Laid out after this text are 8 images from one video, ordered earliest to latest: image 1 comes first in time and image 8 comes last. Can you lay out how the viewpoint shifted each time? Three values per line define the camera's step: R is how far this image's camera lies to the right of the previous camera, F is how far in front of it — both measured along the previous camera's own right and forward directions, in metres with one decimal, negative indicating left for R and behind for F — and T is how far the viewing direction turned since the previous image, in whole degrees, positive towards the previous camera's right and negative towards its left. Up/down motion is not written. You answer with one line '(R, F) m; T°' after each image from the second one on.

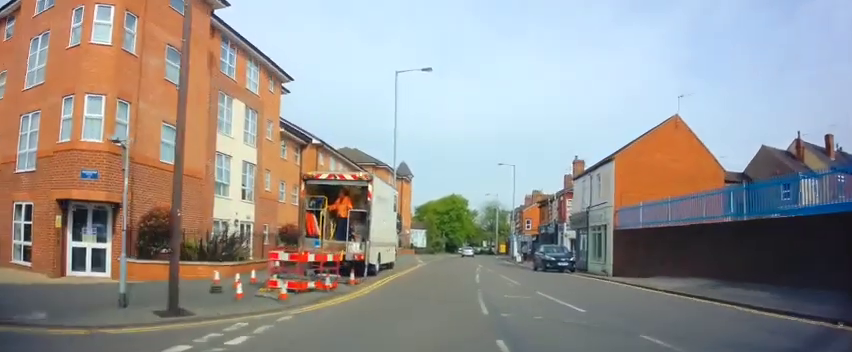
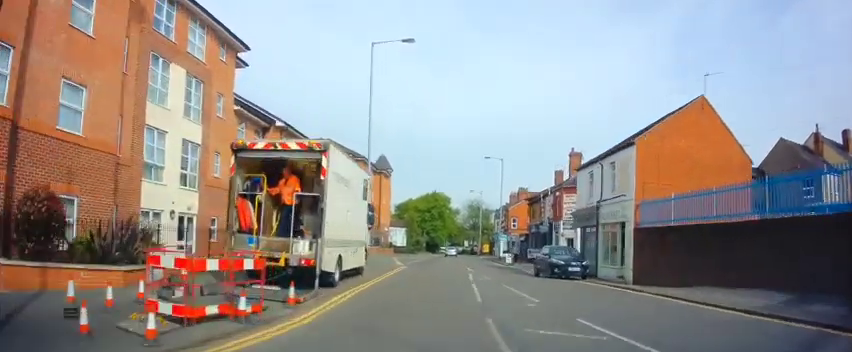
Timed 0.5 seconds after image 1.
(+0.1, +4.5) m; +1°
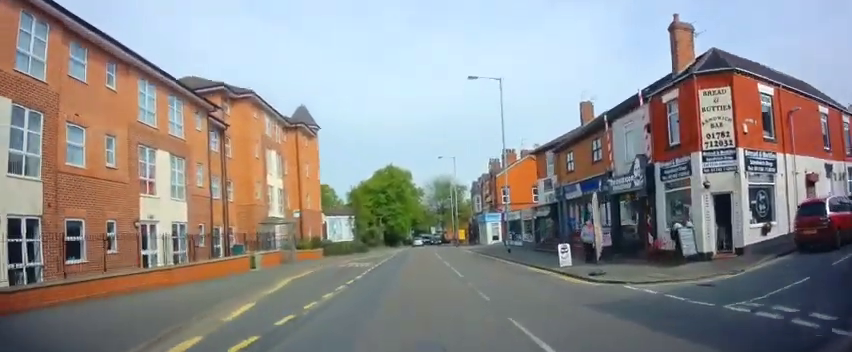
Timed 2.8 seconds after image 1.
(+1.0, +24.2) m; +4°
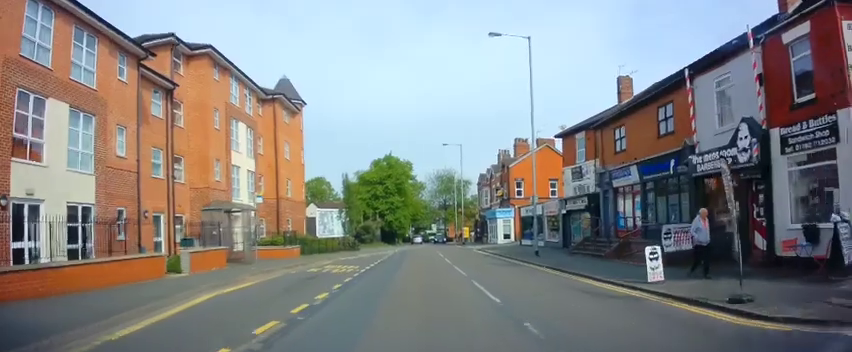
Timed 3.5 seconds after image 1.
(+0.1, +7.0) m; +1°
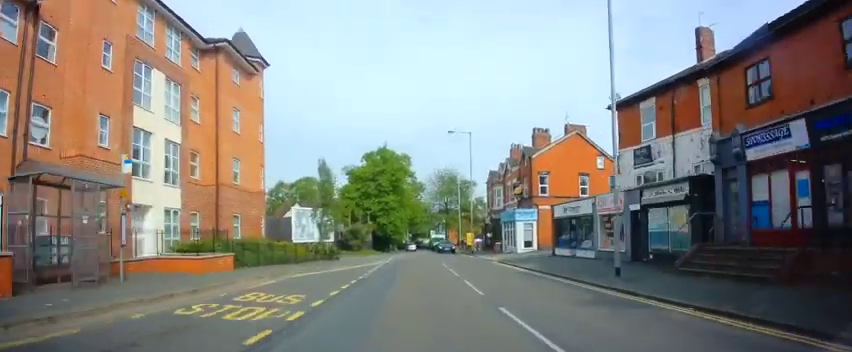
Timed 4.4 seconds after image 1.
(-0.1, +10.4) m; +1°
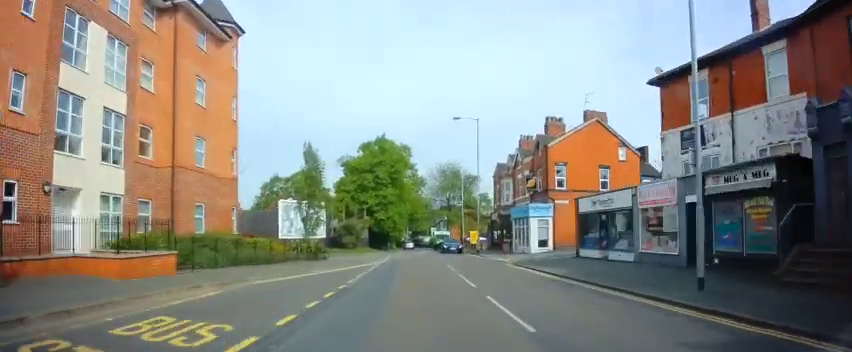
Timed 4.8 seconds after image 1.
(+0.2, +4.8) m; 0°
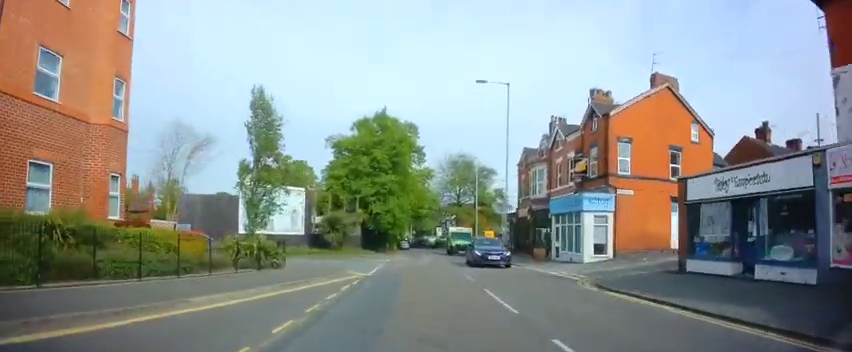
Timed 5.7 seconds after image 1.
(0.0, +10.7) m; -1°
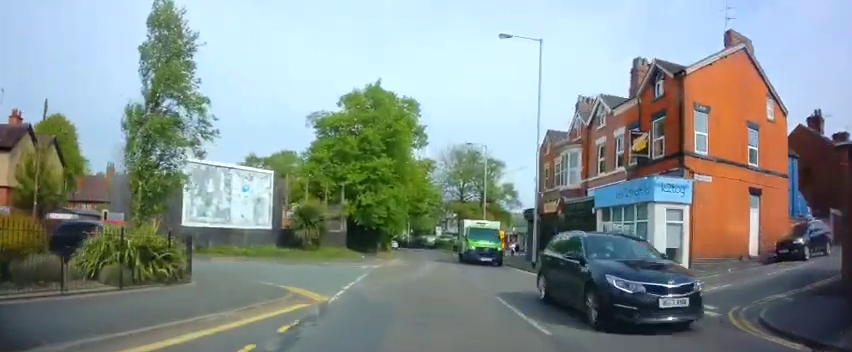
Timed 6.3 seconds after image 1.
(-0.1, +7.9) m; -1°
